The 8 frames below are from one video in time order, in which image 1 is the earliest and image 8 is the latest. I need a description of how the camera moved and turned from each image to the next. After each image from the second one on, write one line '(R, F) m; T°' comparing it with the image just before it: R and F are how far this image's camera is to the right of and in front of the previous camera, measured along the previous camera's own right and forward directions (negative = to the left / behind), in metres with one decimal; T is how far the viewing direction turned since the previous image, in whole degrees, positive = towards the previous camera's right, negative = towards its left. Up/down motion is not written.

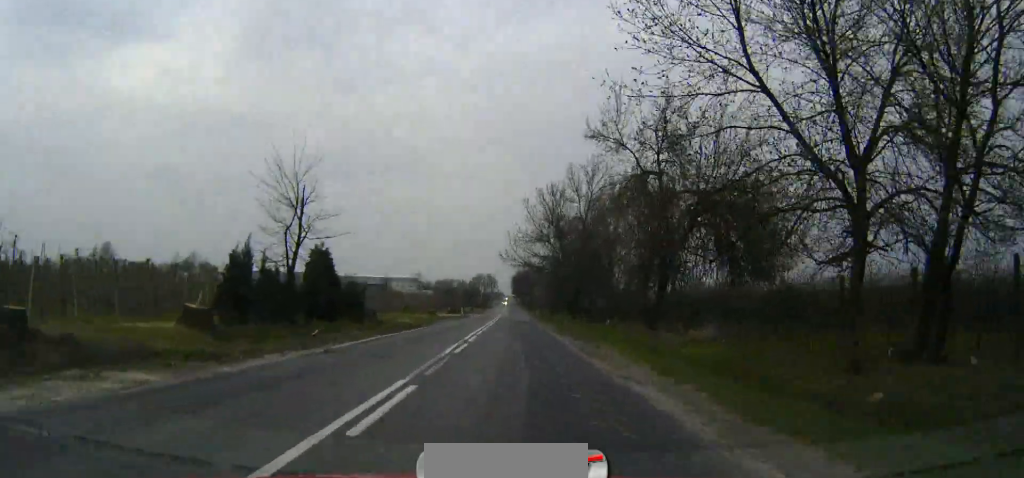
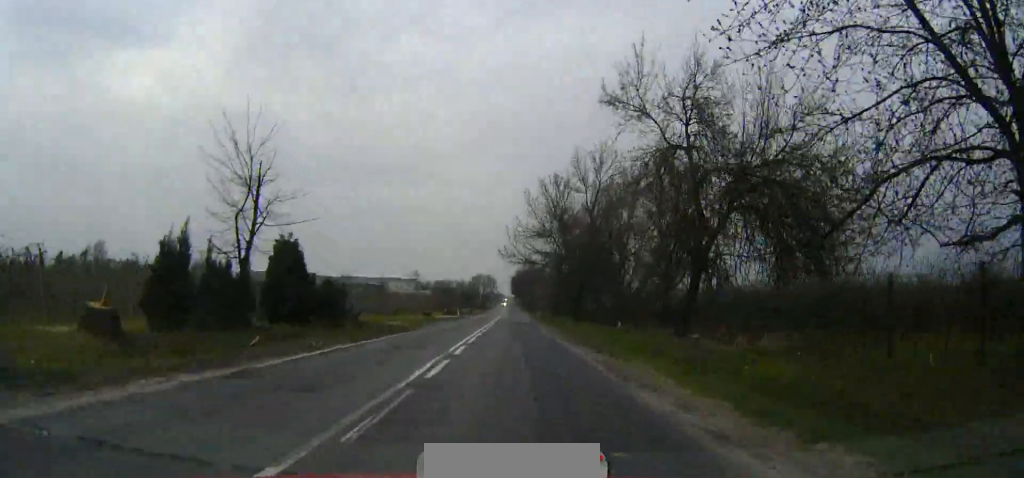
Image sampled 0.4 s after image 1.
(0.0, +6.0) m; 0°
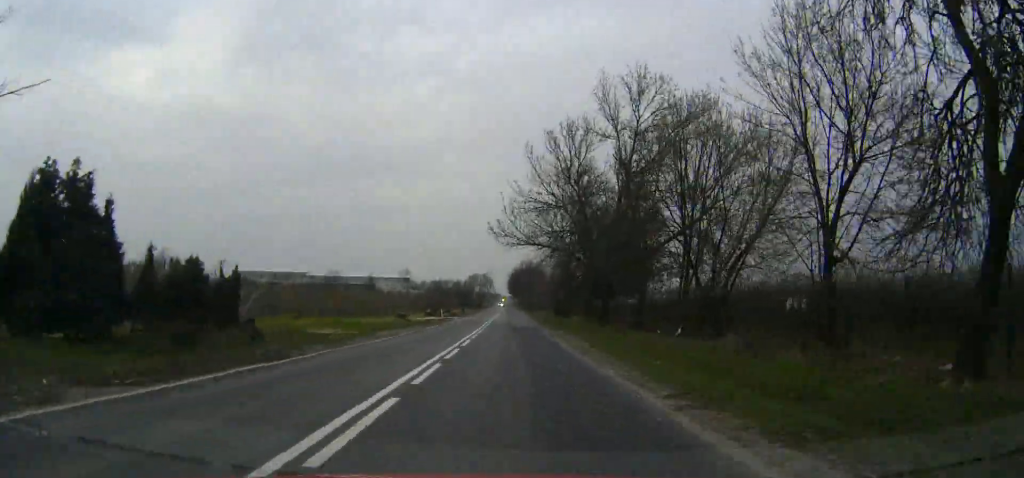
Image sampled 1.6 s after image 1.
(+0.1, +18.8) m; 0°
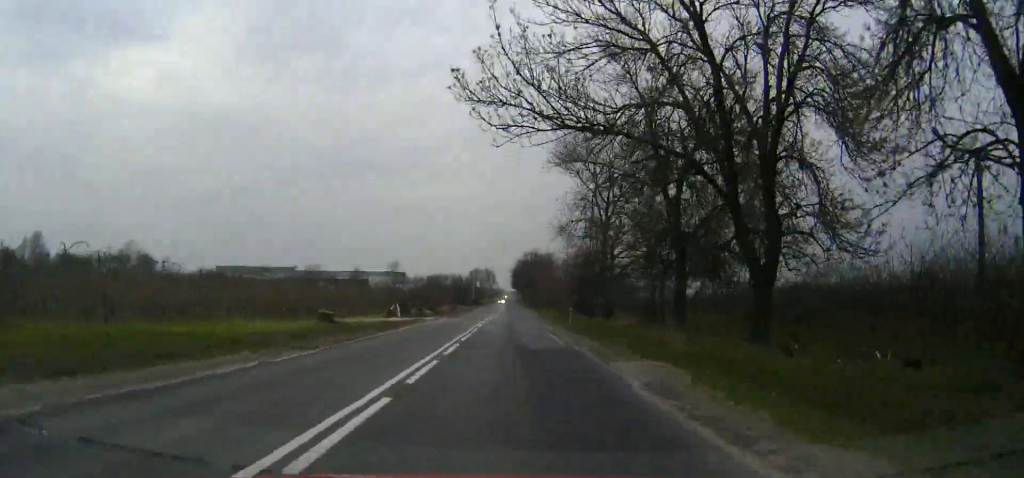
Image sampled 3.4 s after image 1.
(+0.1, +29.4) m; 0°
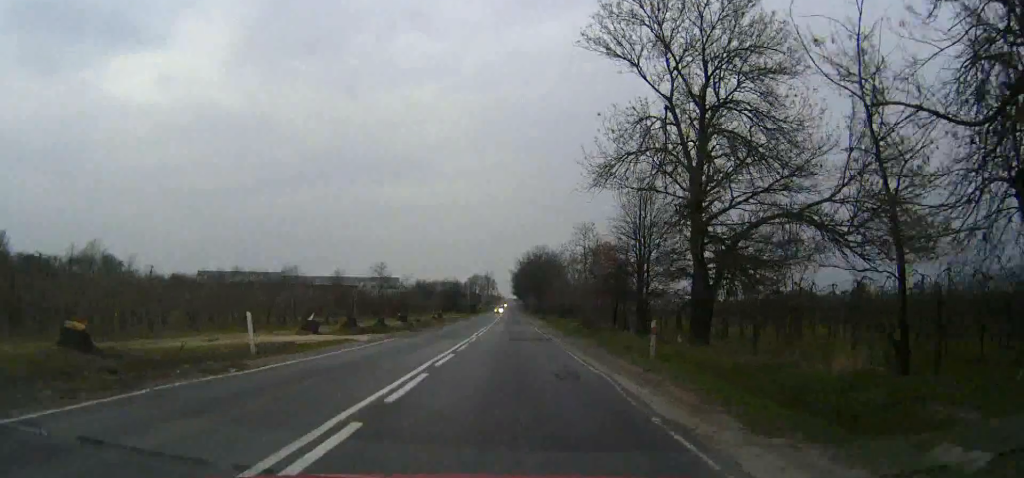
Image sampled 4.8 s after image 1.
(0.0, +25.1) m; 0°
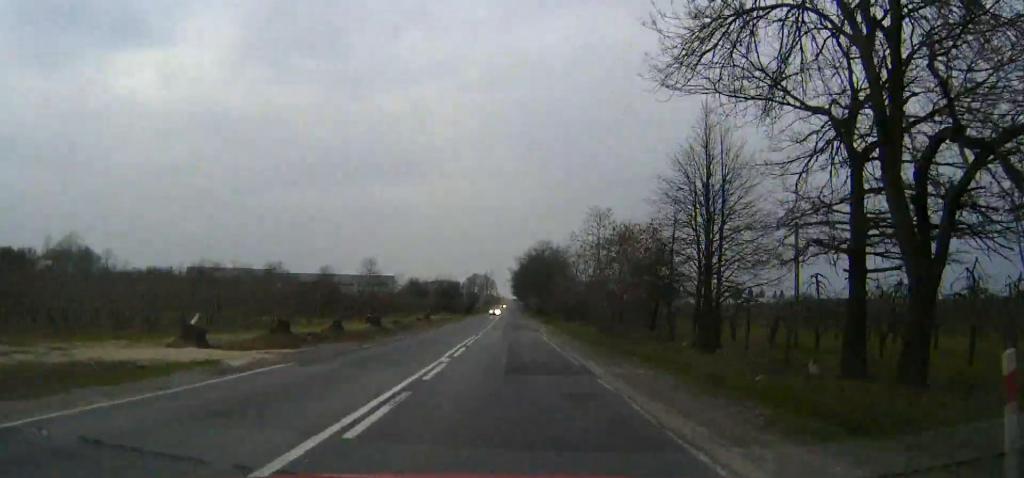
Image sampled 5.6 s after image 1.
(0.0, +13.9) m; 0°
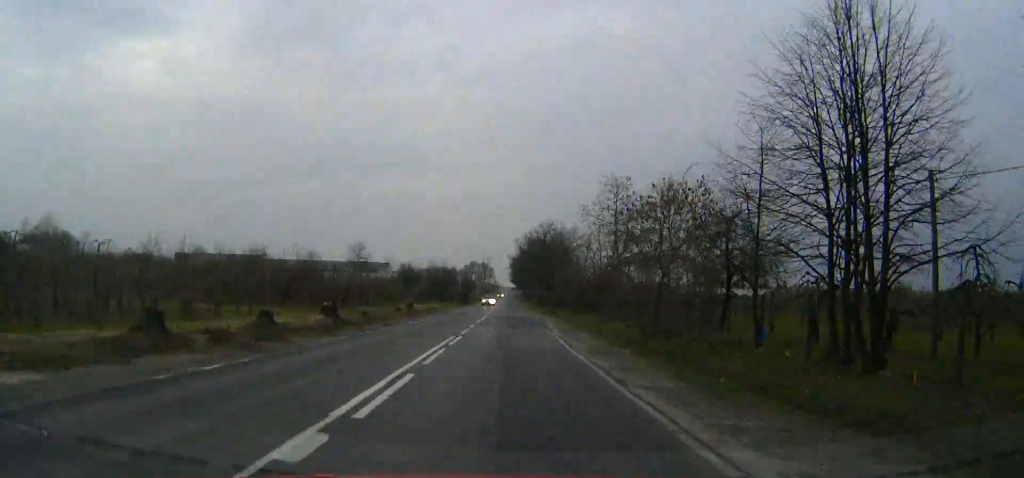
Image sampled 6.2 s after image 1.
(0.0, +12.4) m; 0°
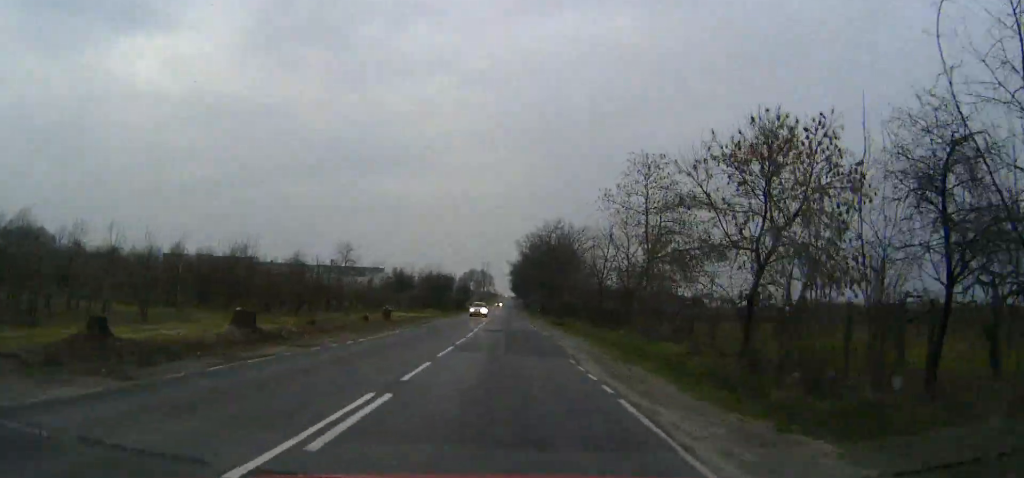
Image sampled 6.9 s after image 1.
(0.0, +13.3) m; 0°
